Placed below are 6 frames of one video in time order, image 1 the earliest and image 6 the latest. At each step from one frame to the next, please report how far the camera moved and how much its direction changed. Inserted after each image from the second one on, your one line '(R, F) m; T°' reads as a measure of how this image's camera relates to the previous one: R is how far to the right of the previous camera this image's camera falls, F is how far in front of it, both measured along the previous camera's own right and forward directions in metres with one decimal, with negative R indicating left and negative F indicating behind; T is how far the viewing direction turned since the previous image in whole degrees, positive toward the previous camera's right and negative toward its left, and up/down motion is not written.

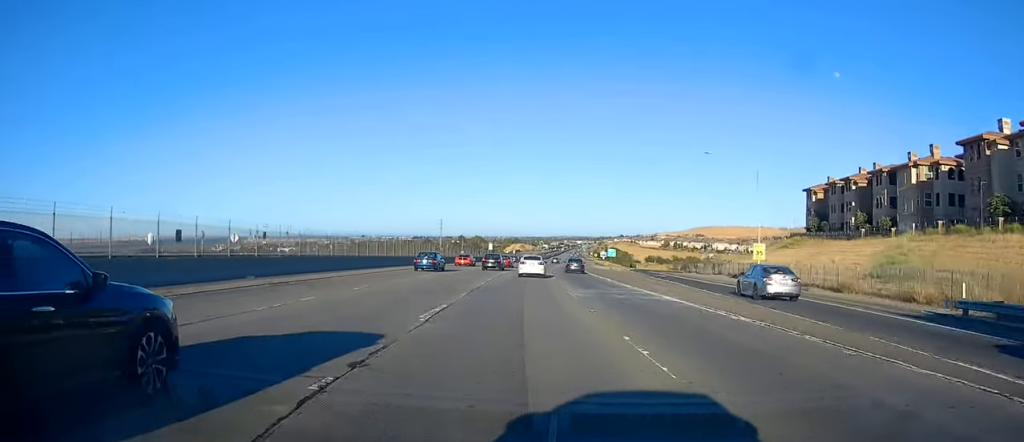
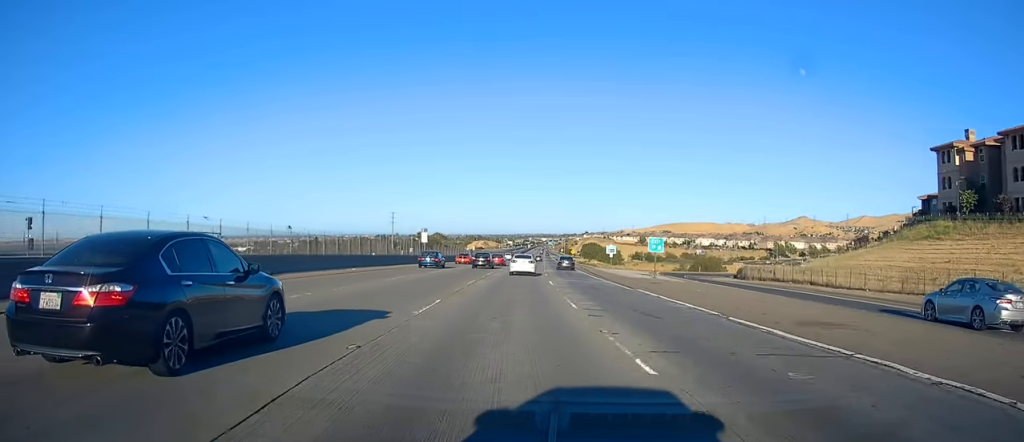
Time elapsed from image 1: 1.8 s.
(+1.5, +57.2) m; +3°
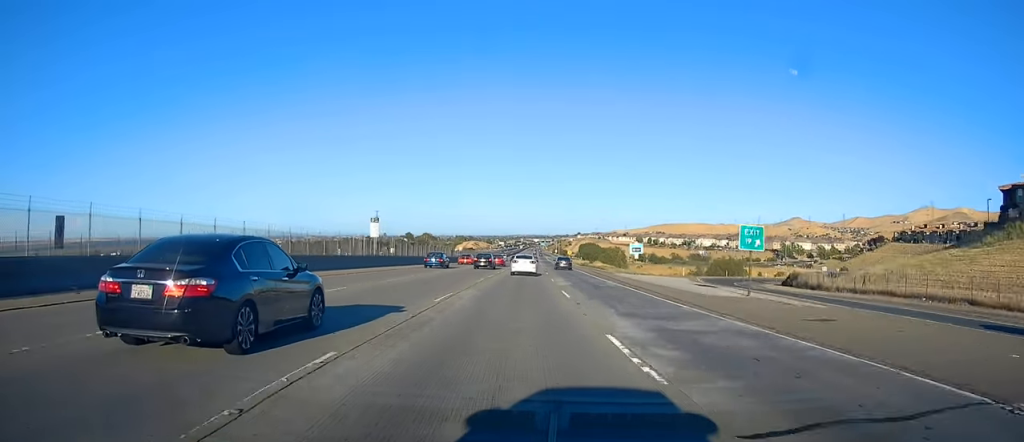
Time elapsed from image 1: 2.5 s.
(+0.1, +24.9) m; +1°
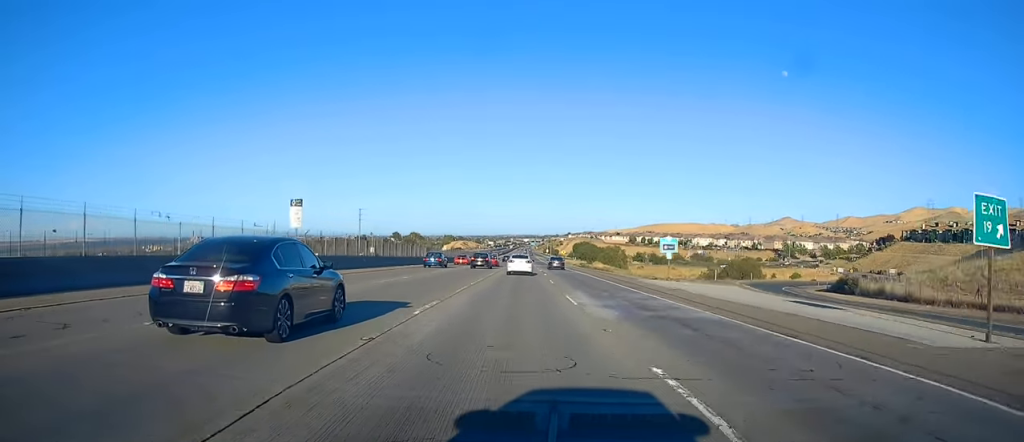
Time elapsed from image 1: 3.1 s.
(+0.3, +18.4) m; +1°
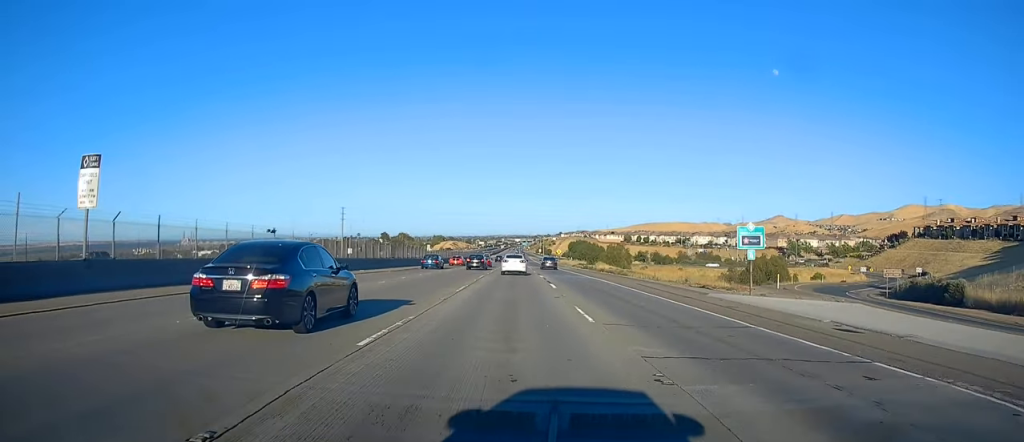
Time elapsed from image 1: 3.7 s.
(+0.2, +19.5) m; +1°
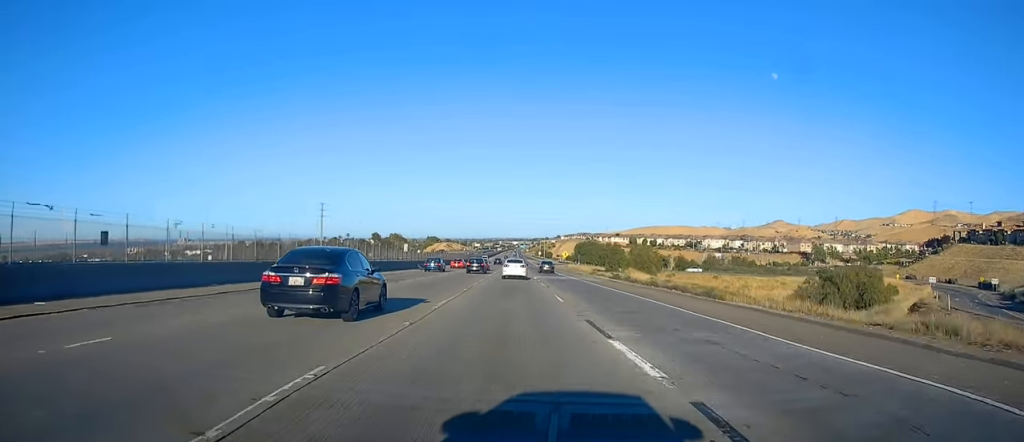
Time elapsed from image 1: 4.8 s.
(+0.2, +35.8) m; +1°
